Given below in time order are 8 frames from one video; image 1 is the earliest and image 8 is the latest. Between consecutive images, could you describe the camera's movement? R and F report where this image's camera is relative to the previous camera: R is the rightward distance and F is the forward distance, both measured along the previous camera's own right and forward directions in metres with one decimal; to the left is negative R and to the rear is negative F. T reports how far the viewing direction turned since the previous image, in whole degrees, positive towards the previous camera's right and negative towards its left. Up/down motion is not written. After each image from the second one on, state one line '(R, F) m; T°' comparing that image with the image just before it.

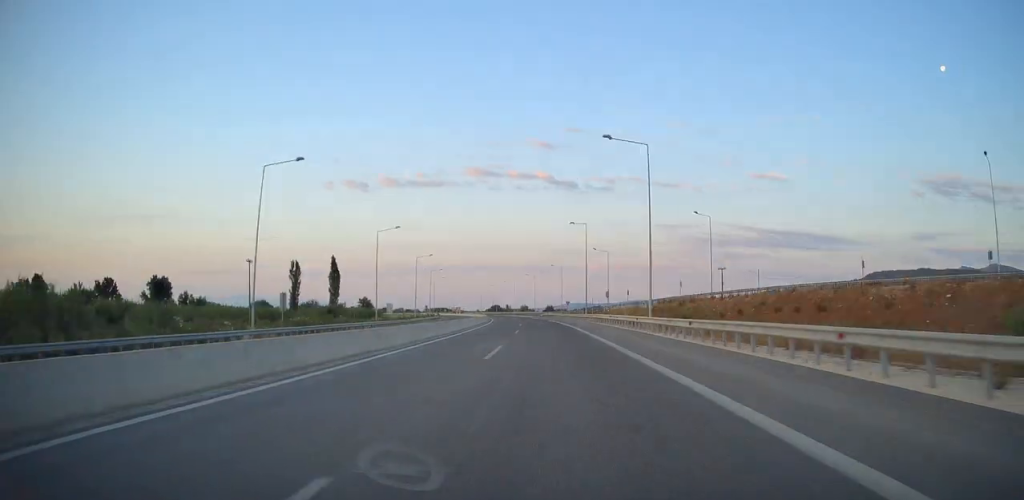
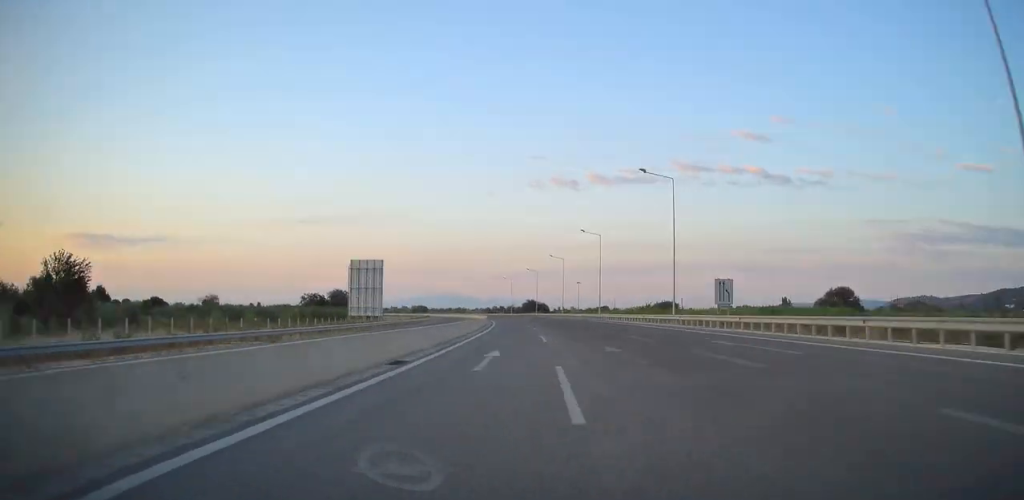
(-47.9, +371.0) m; -19°
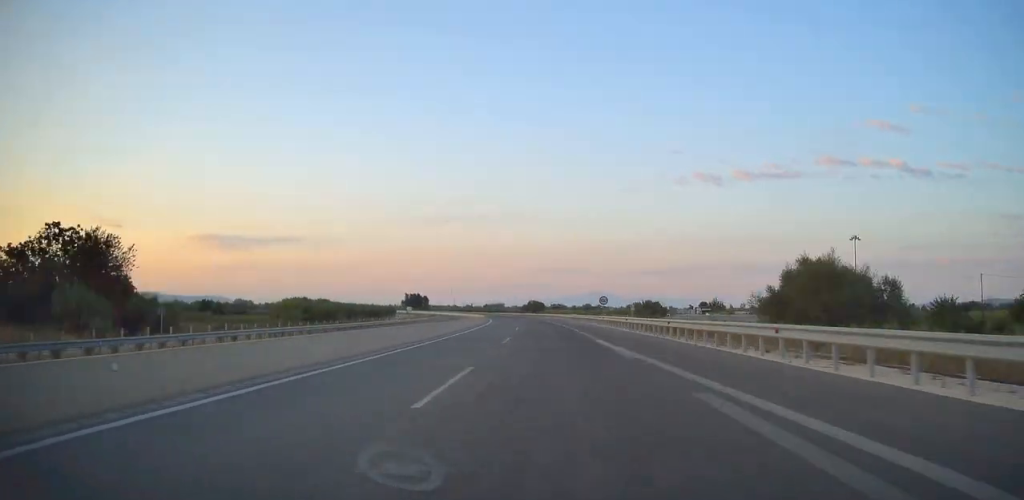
(-30.6, +218.7) m; -12°
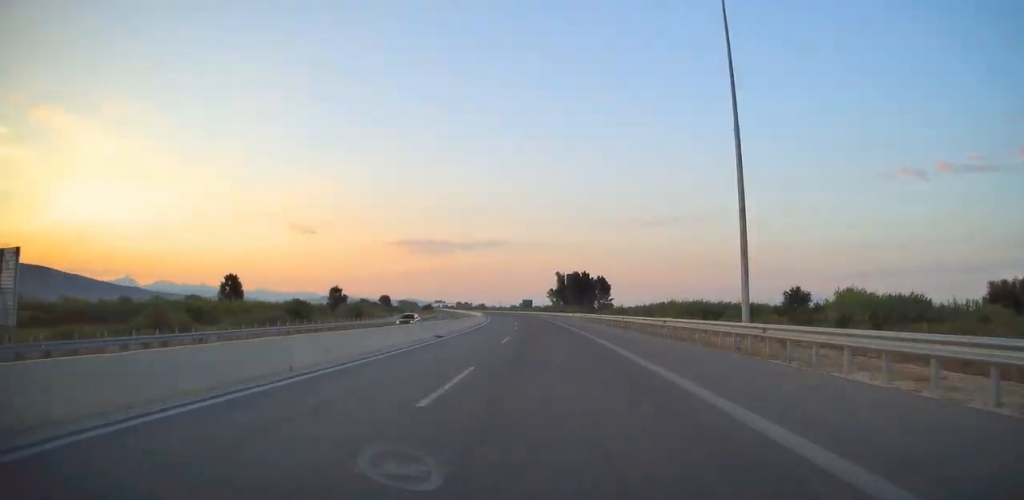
(-52.4, +339.4) m; -18°
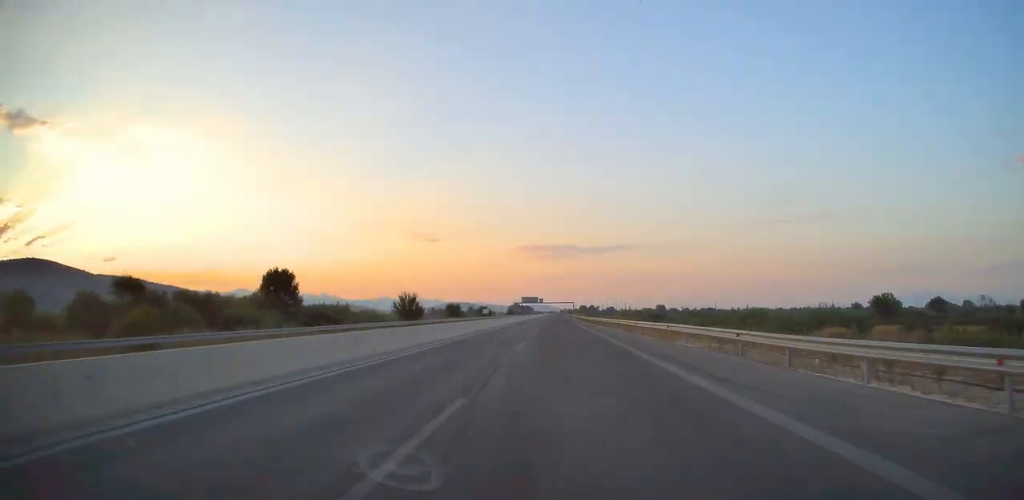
(-30.1, +266.3) m; -7°
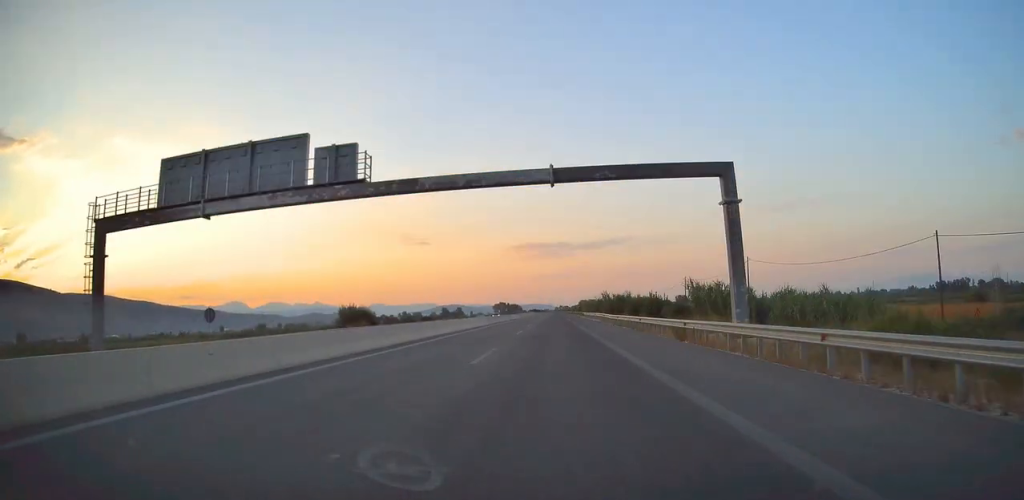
(-5.4, +257.6) m; -1°
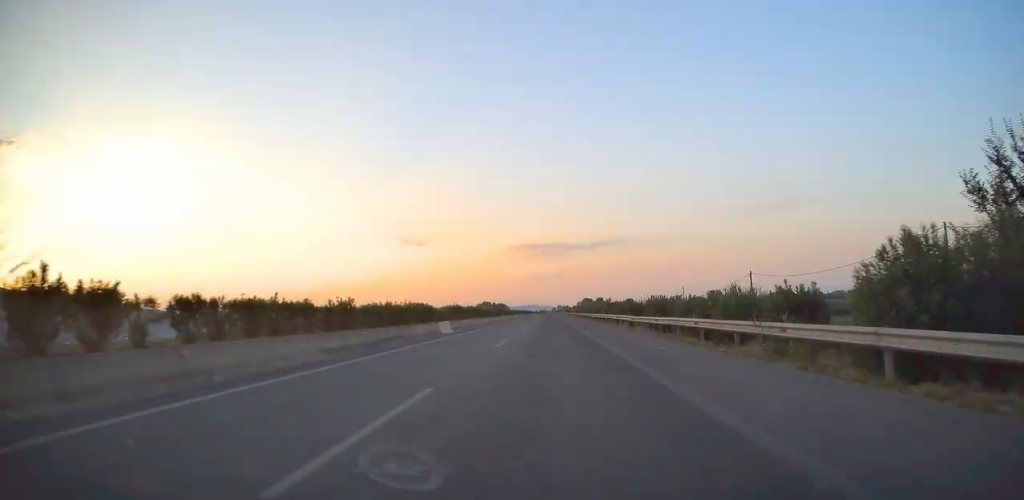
(-0.5, +228.0) m; 0°
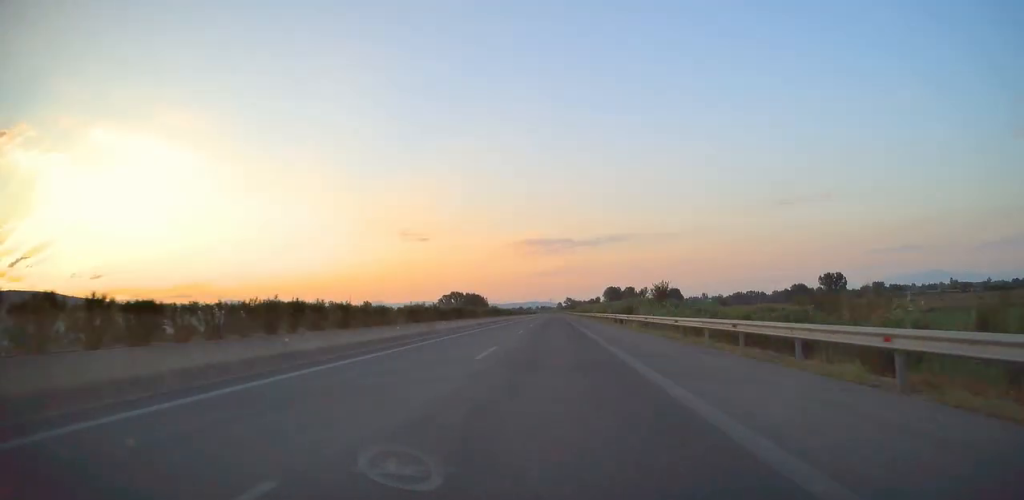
(-0.4, +331.8) m; 0°
